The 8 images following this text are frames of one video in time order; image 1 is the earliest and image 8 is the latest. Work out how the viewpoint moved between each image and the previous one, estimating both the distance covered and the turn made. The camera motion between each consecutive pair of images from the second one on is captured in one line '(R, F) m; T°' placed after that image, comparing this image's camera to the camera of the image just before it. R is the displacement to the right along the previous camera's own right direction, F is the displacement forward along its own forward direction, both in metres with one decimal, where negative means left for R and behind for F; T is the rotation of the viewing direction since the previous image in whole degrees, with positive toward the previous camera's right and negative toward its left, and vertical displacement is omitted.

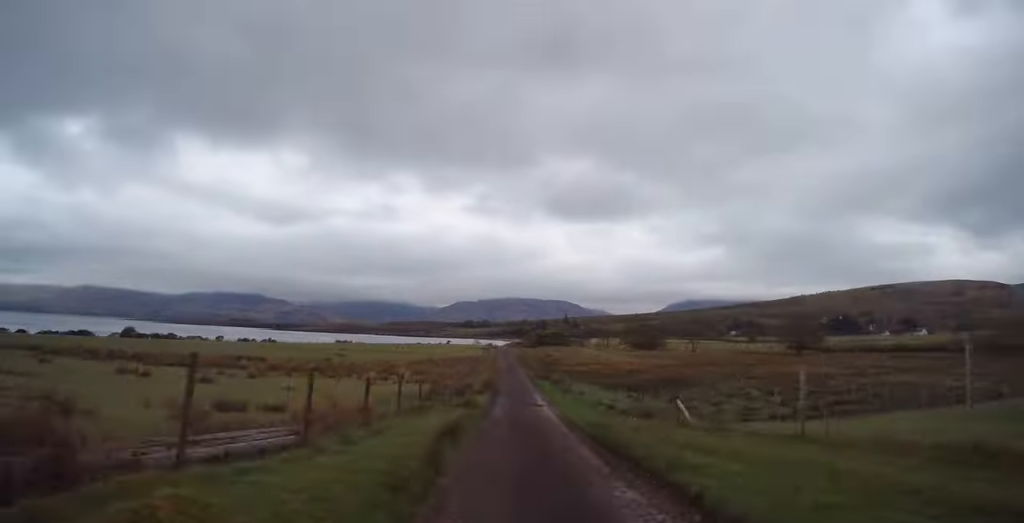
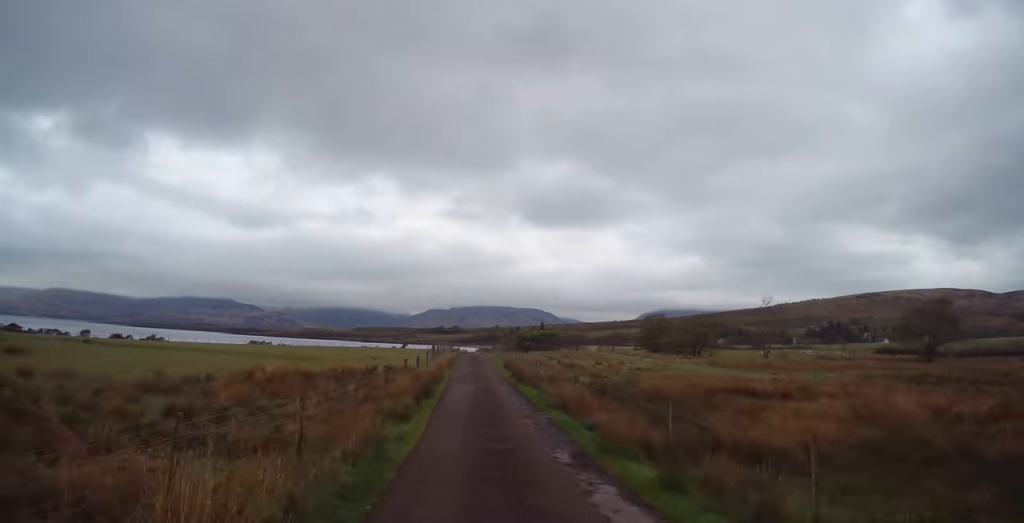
(+0.5, +52.6) m; 0°
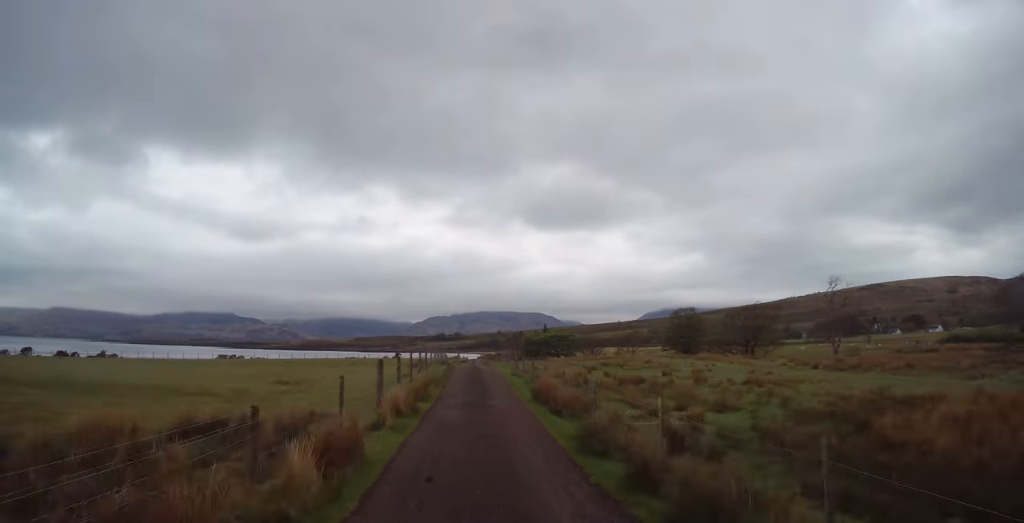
(0.0, +18.9) m; 0°
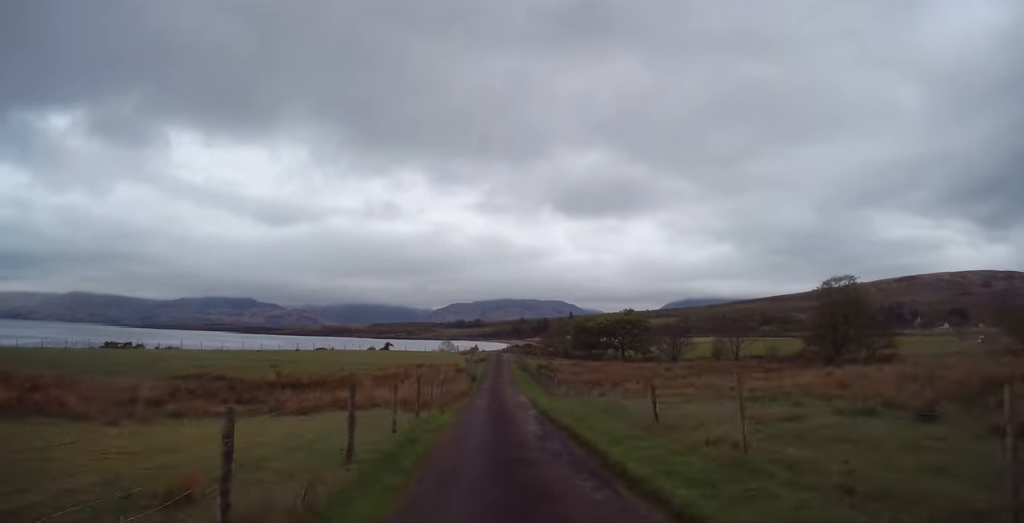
(-0.2, +44.0) m; 0°
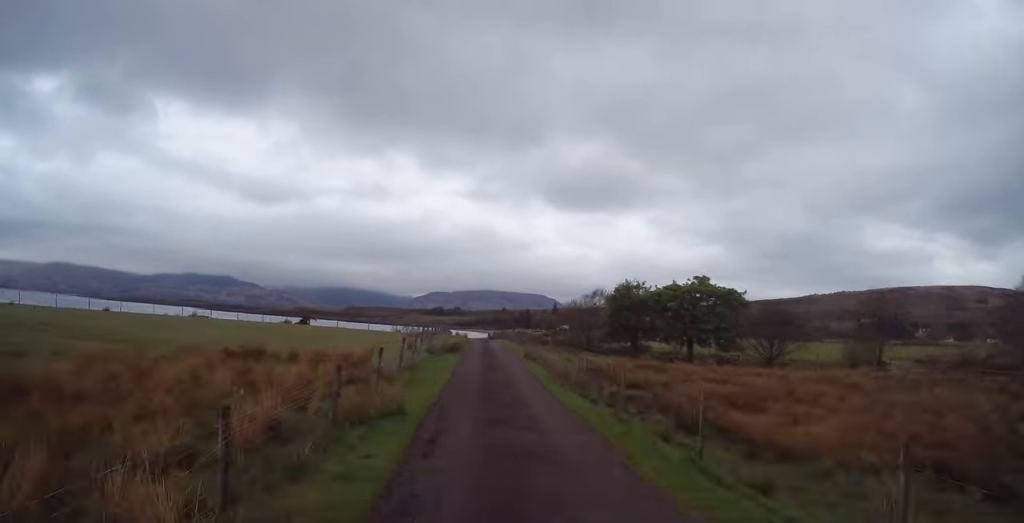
(+0.2, +36.4) m; 0°
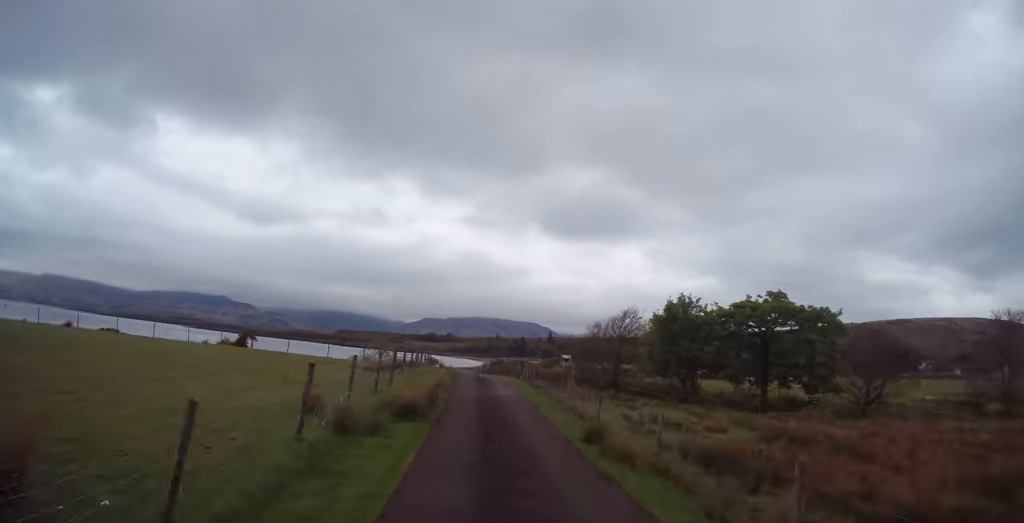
(+0.2, +15.2) m; 0°
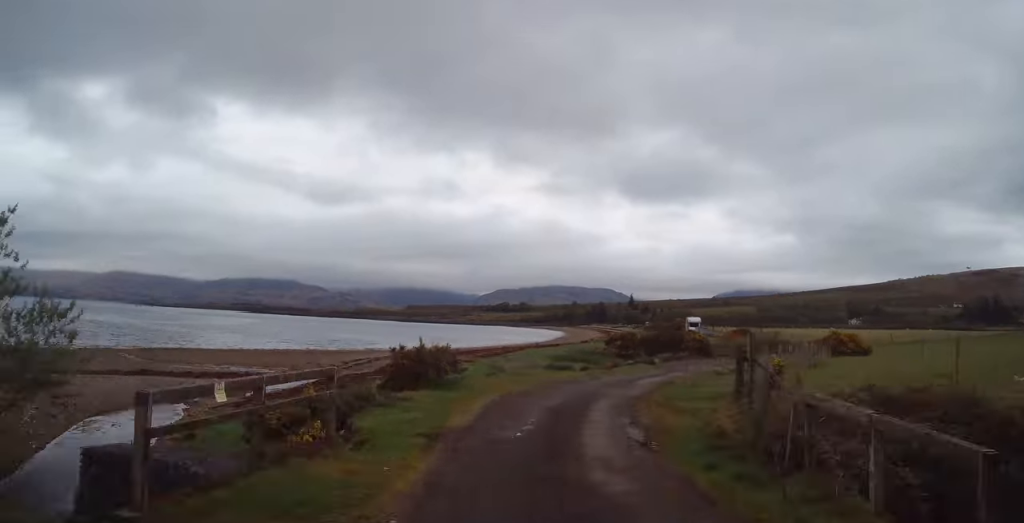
(+1.1, +50.6) m; +9°
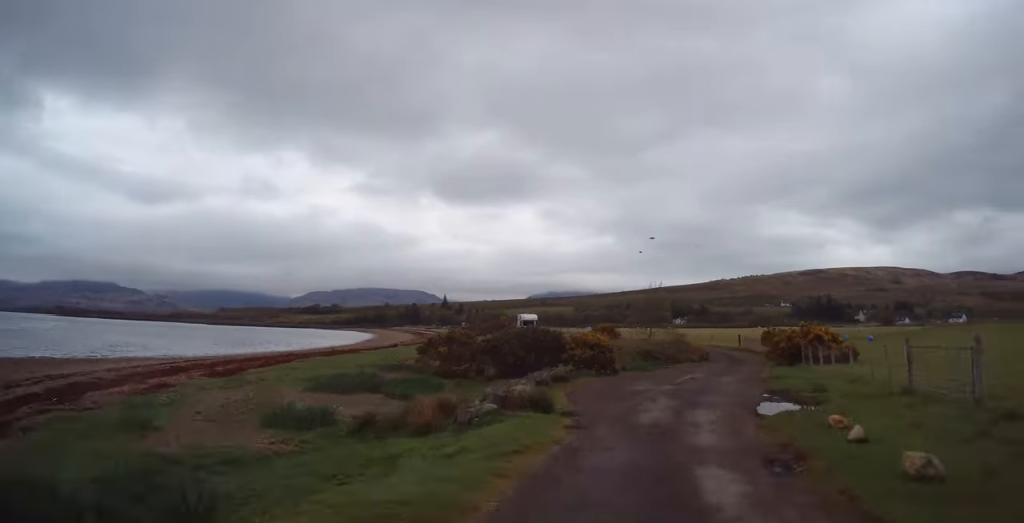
(+0.6, +20.0) m; +10°
